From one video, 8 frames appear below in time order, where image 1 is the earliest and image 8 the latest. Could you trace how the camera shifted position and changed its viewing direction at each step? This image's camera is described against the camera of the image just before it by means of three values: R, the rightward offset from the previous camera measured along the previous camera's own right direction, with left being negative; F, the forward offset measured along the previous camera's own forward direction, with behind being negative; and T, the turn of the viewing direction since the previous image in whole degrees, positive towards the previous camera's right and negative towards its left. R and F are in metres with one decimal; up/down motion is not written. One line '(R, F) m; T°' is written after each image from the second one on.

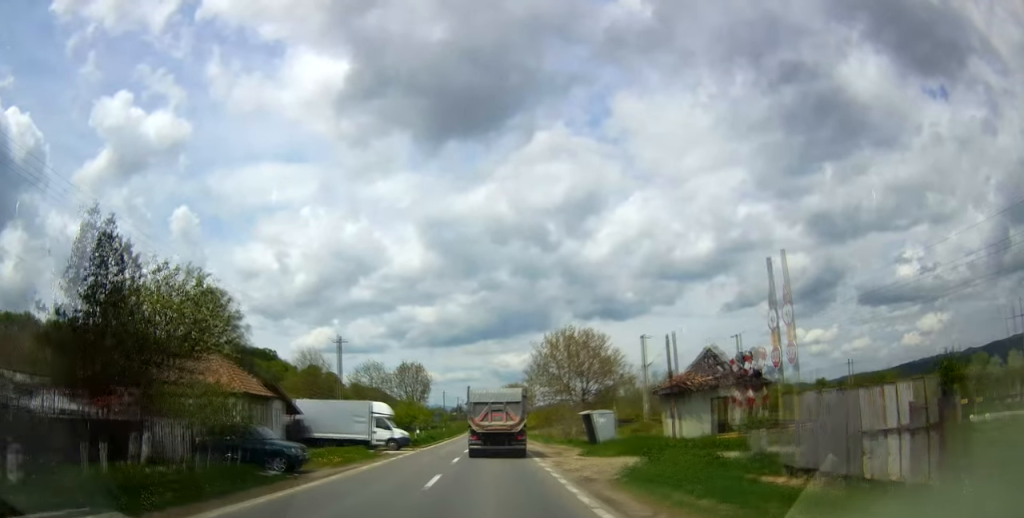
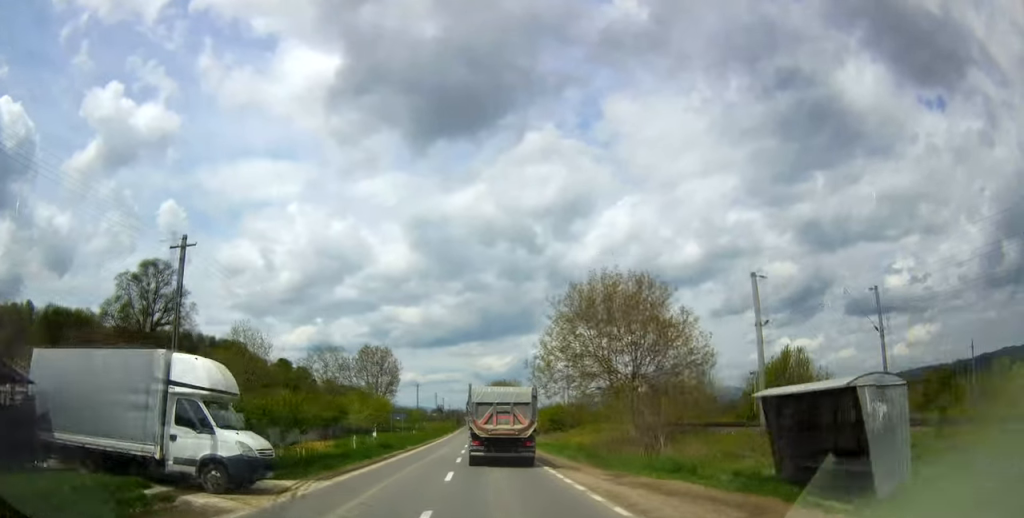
(+0.4, +23.4) m; +1°
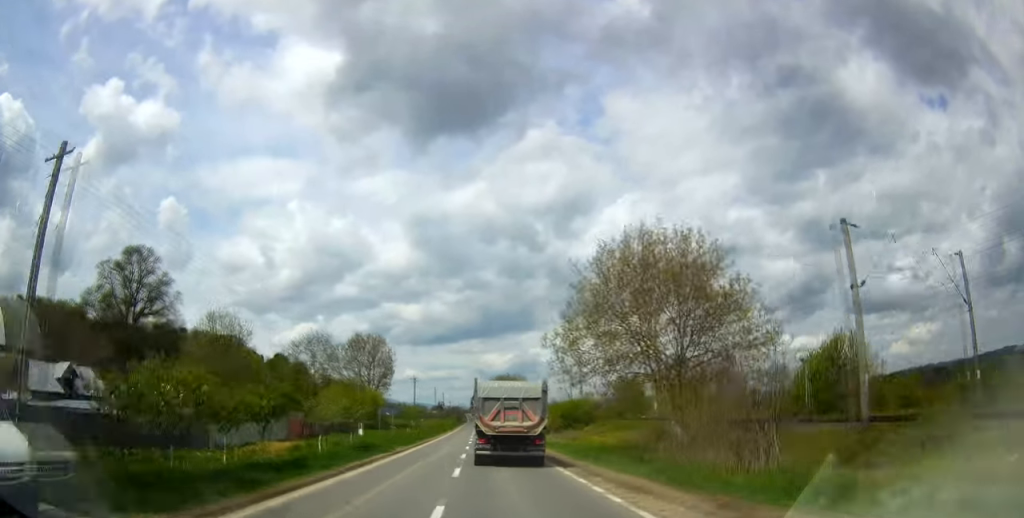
(-0.2, +7.8) m; +1°
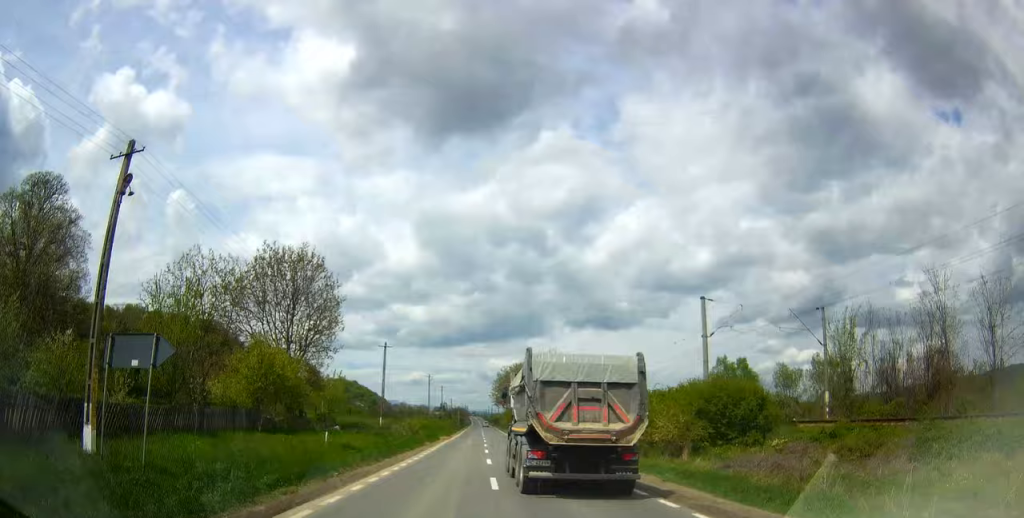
(+0.7, +36.4) m; +1°
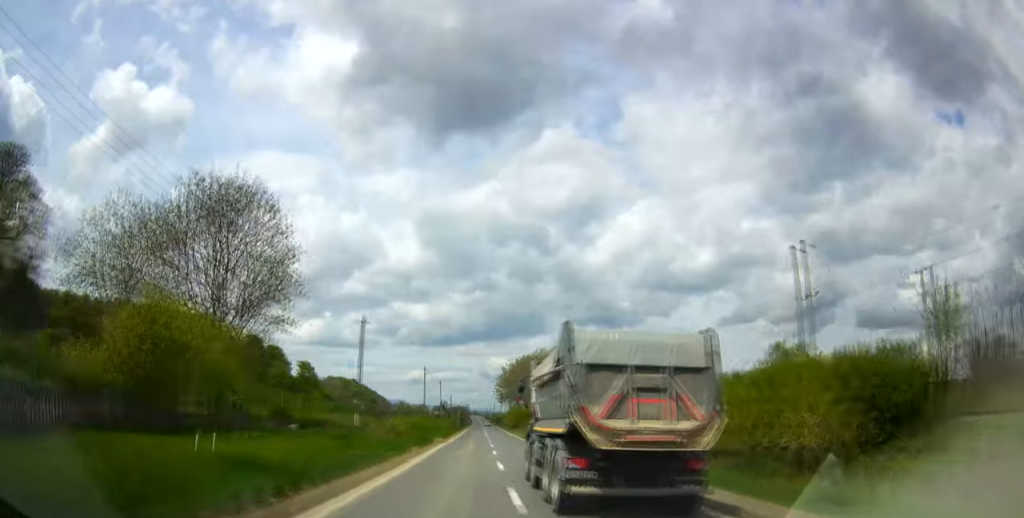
(-0.2, +11.4) m; -1°
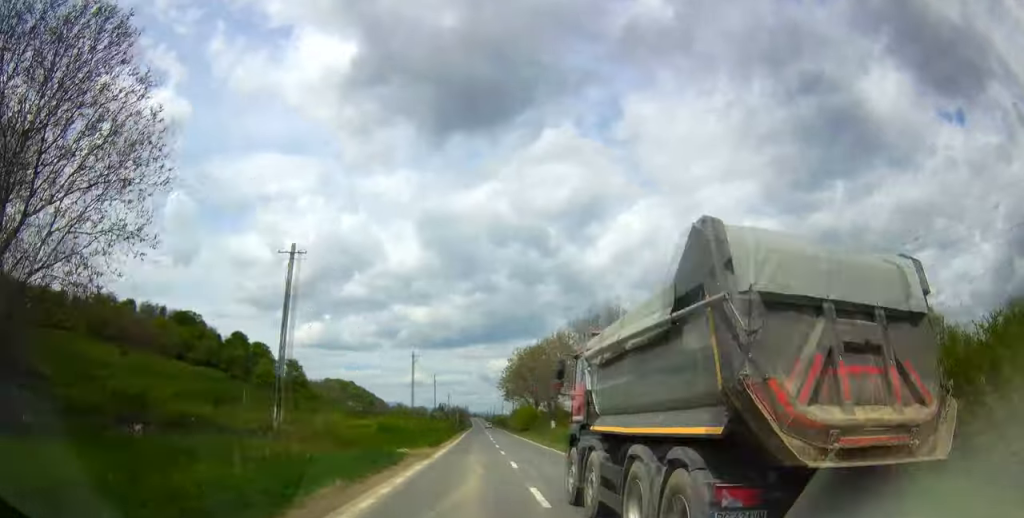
(0.0, +16.6) m; 0°
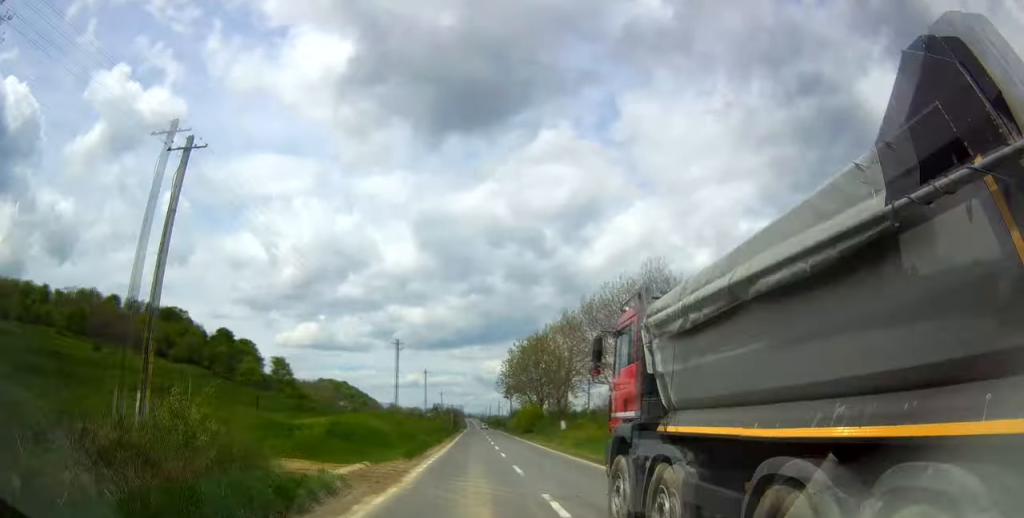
(0.0, +10.3) m; 0°
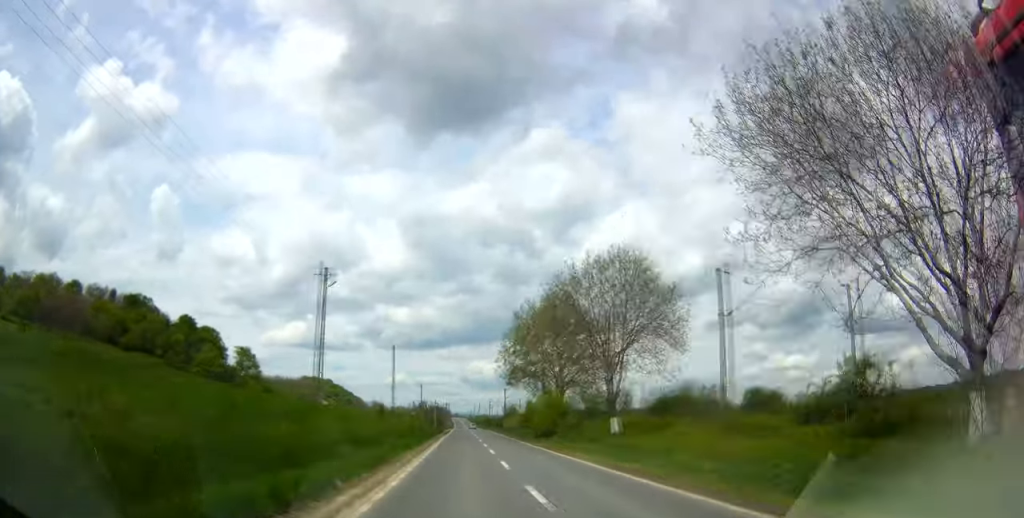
(+0.1, +24.2) m; 0°
